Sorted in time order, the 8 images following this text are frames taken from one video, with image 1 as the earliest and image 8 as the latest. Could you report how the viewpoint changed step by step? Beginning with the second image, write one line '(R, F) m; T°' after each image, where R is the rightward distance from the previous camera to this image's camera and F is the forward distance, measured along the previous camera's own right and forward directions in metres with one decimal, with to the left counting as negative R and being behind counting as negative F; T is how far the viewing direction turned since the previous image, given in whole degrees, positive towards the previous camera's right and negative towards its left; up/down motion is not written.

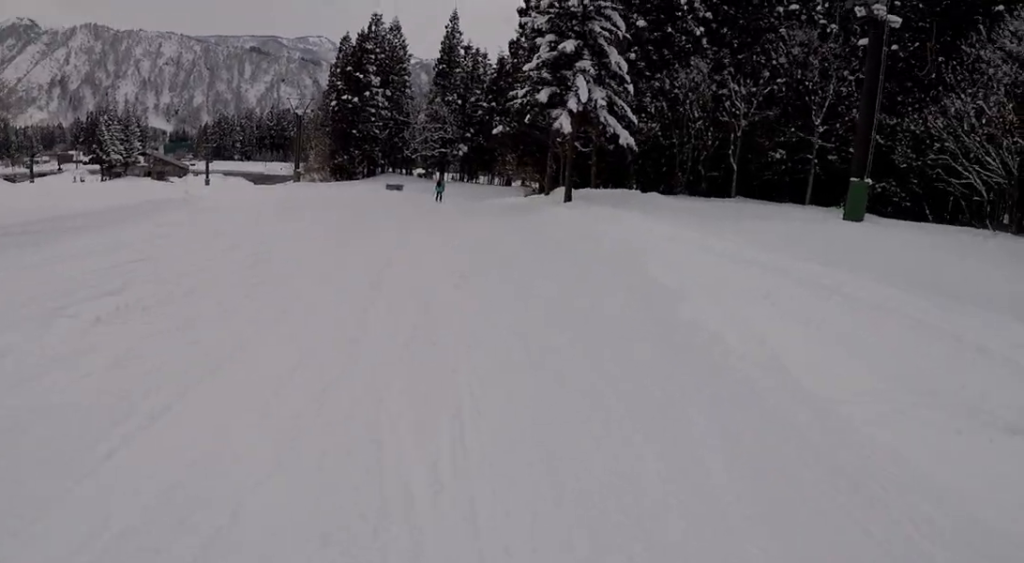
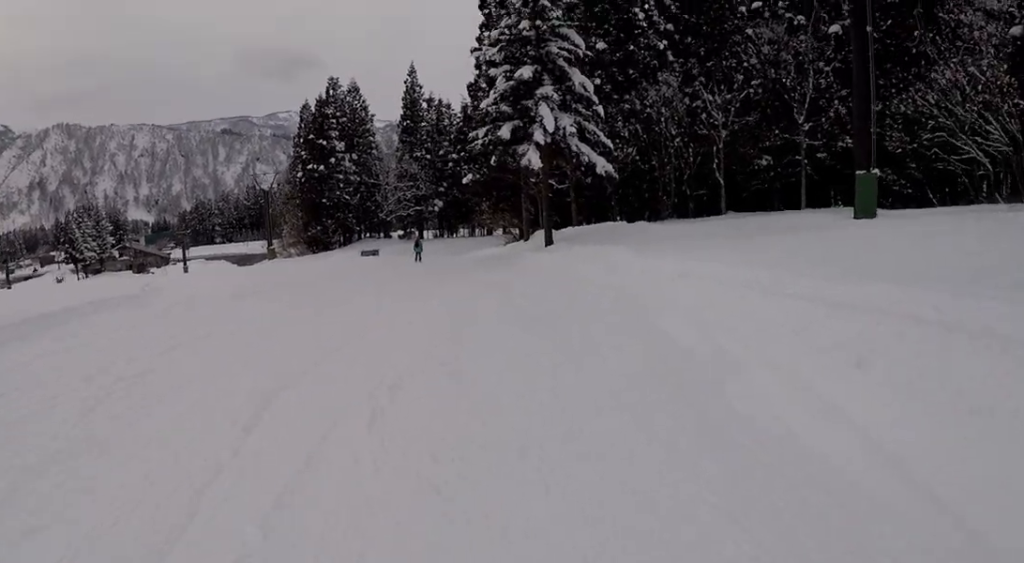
(+0.1, +3.5) m; -8°
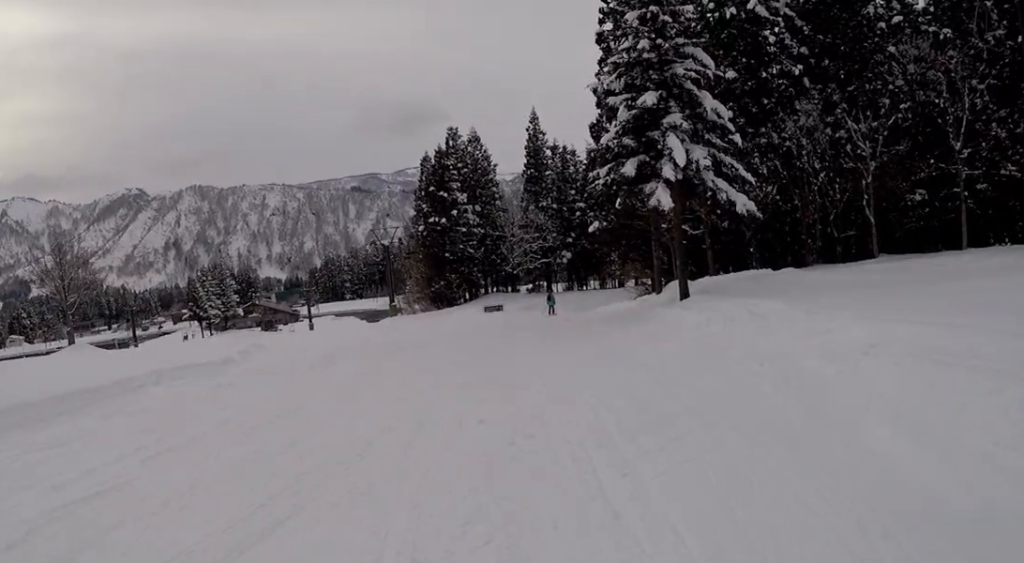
(-0.3, +3.1) m; -5°
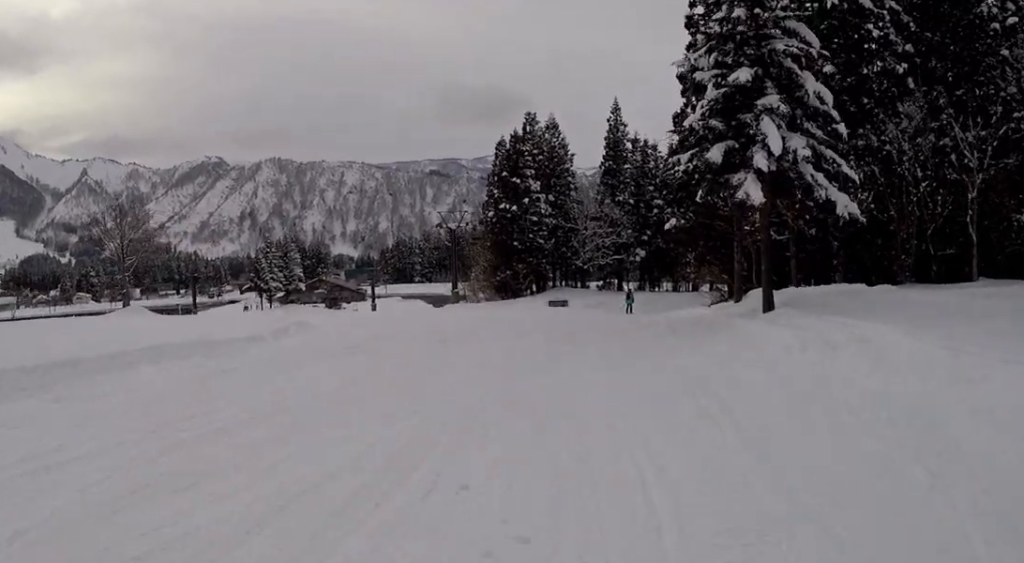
(-0.7, +3.0) m; -2°
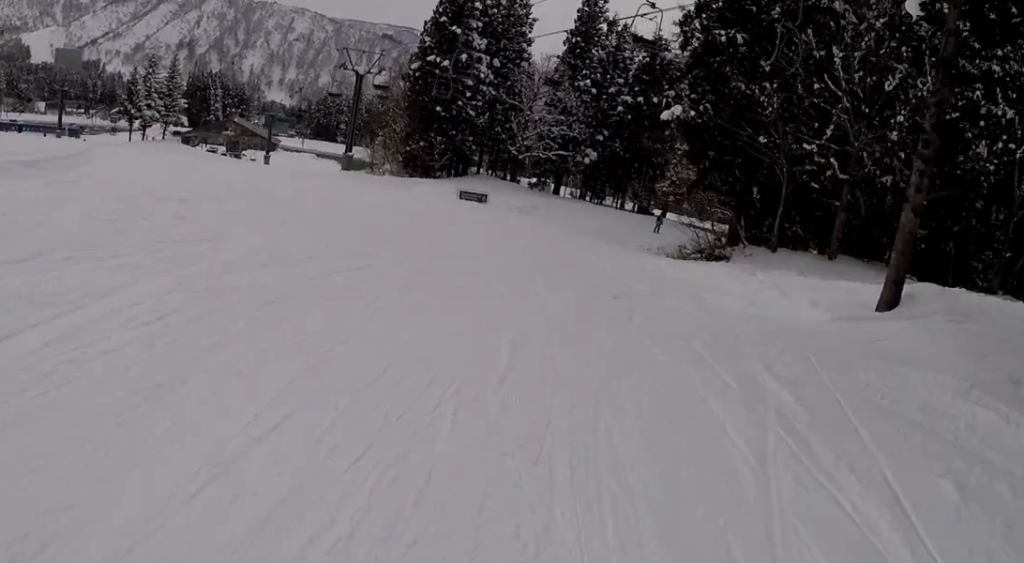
(+3.8, +17.7) m; +17°
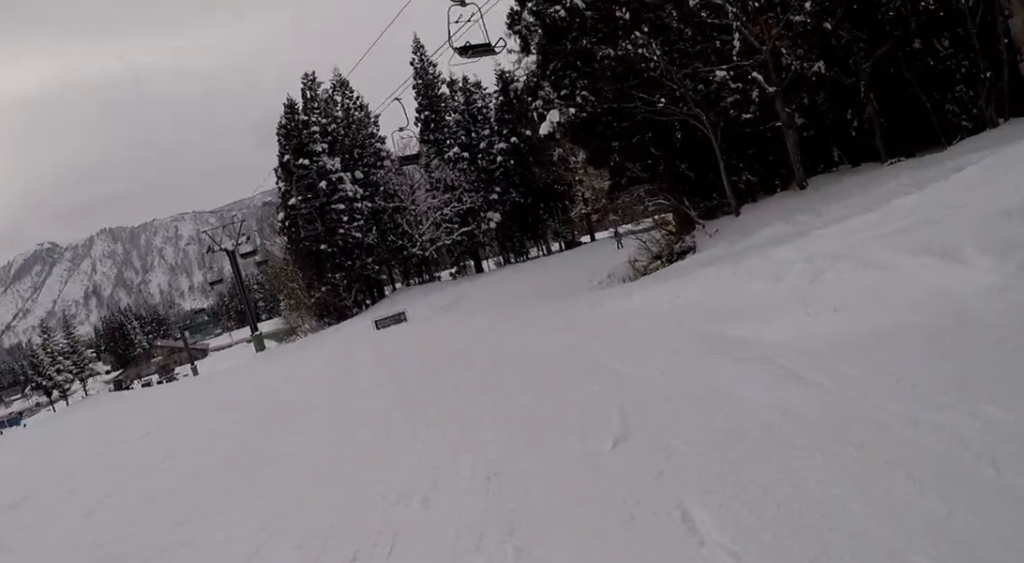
(0.0, +5.6) m; 0°
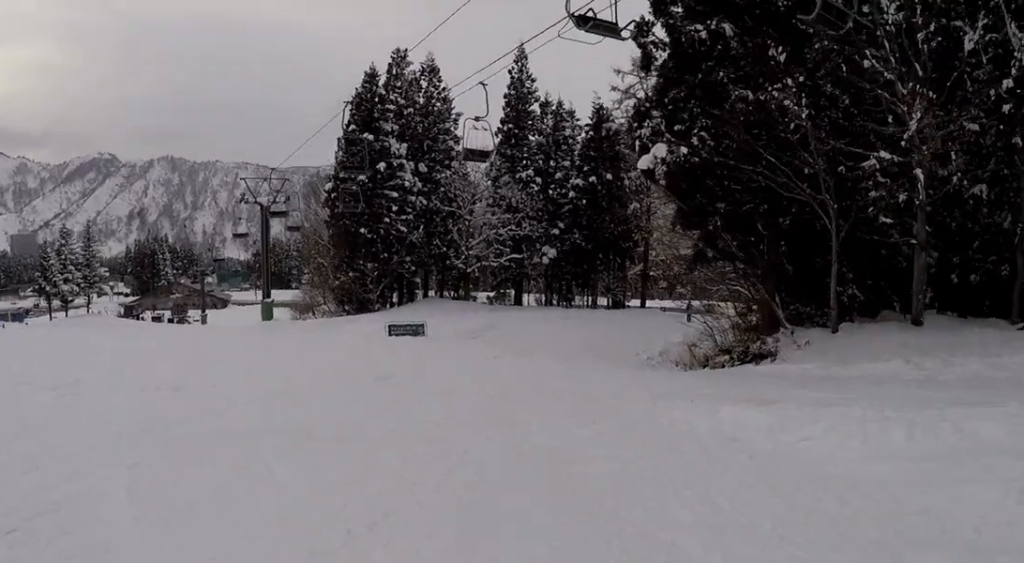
(0.0, +4.2) m; 0°
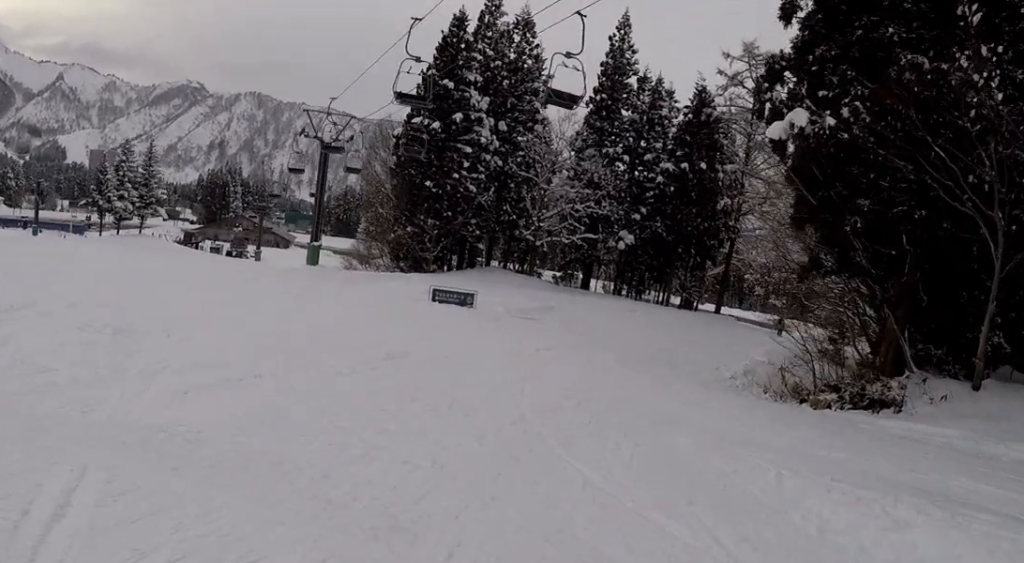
(0.0, +4.3) m; 0°
